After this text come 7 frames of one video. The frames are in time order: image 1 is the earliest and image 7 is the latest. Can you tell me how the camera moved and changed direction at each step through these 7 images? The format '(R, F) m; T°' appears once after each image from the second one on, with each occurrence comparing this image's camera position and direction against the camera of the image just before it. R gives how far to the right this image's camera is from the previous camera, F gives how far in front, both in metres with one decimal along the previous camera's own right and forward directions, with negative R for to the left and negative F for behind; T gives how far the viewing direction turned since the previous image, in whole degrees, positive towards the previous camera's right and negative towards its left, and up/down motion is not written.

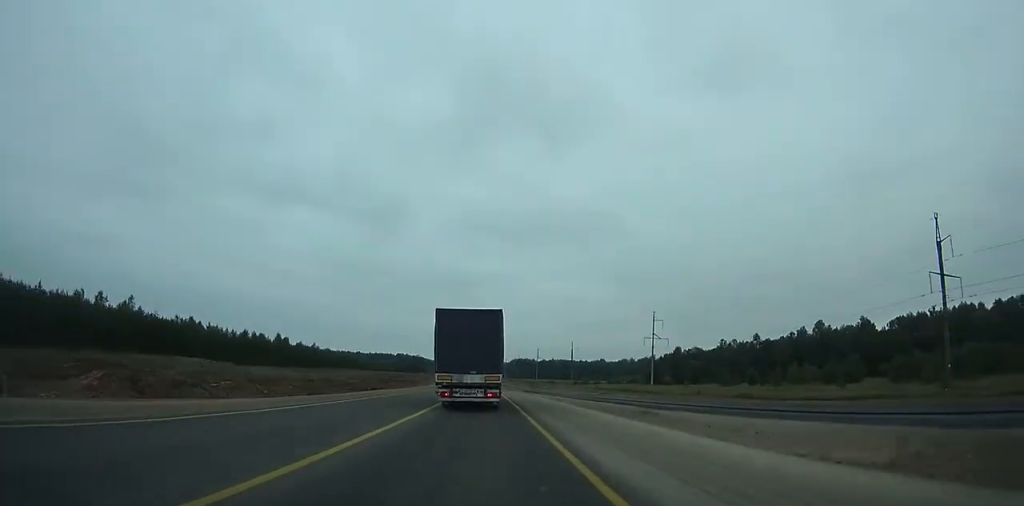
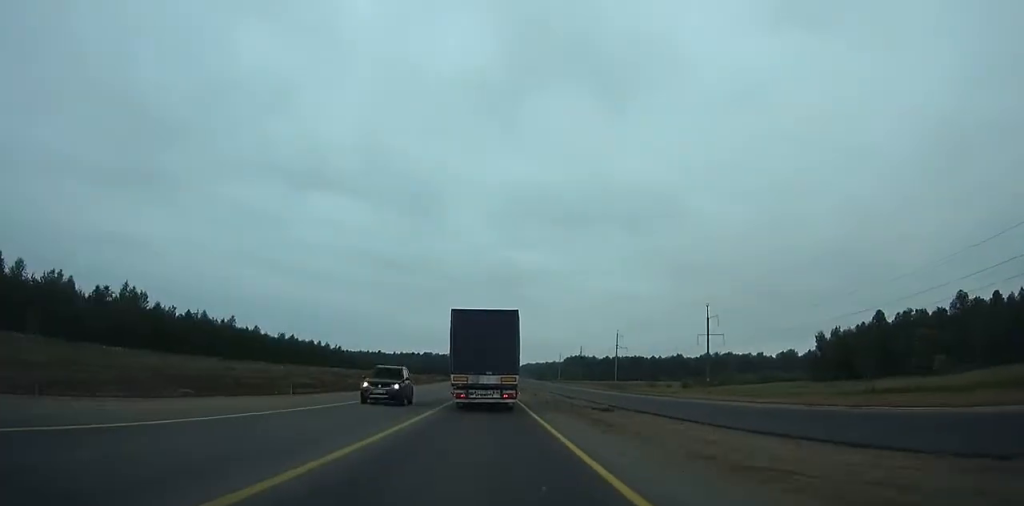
(-6.2, +144.0) m; -5°
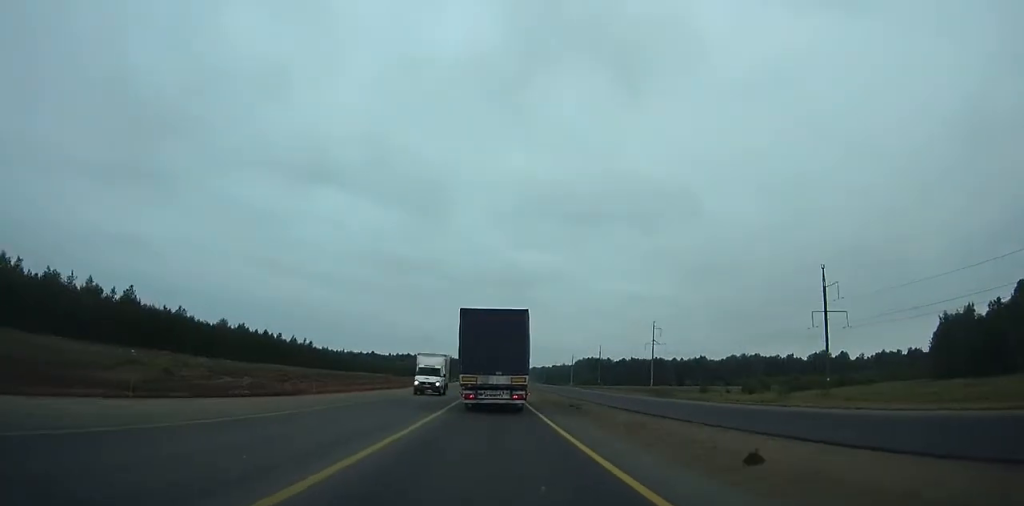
(-0.9, +55.3) m; -1°
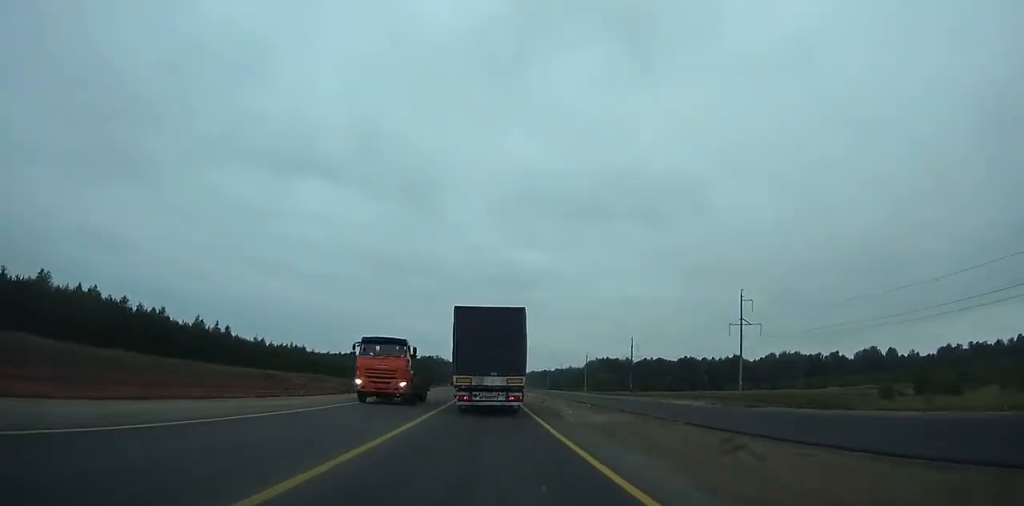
(-0.2, +79.3) m; 0°
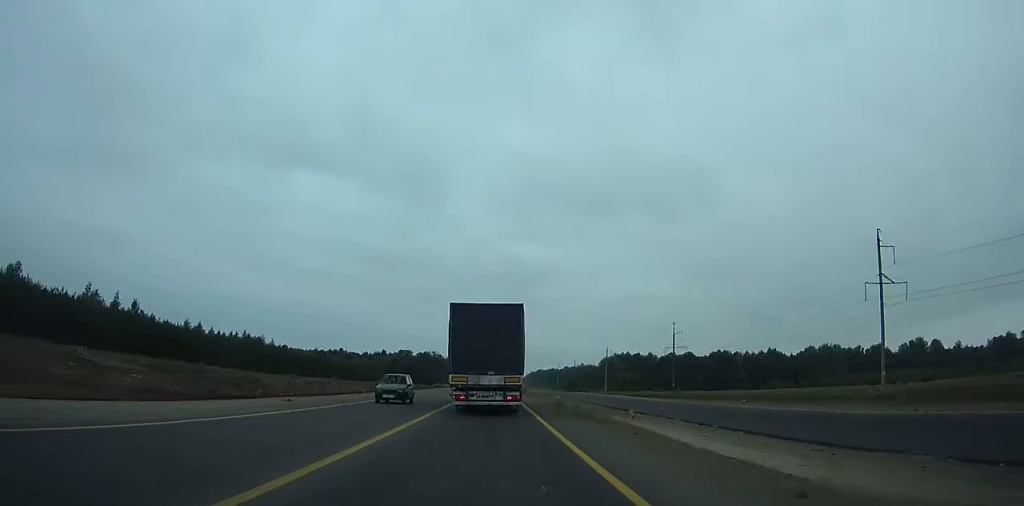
(+0.3, +51.7) m; 0°
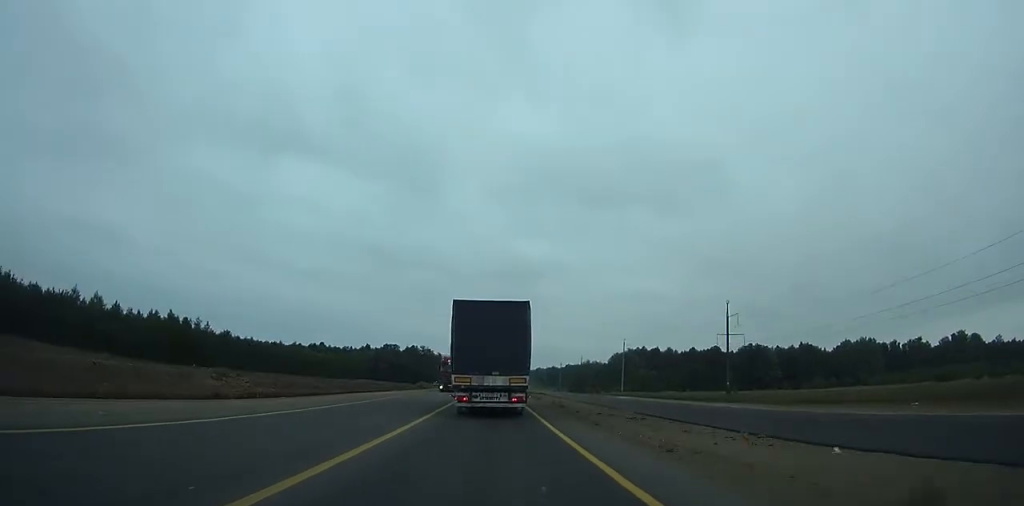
(0.0, +45.8) m; 0°
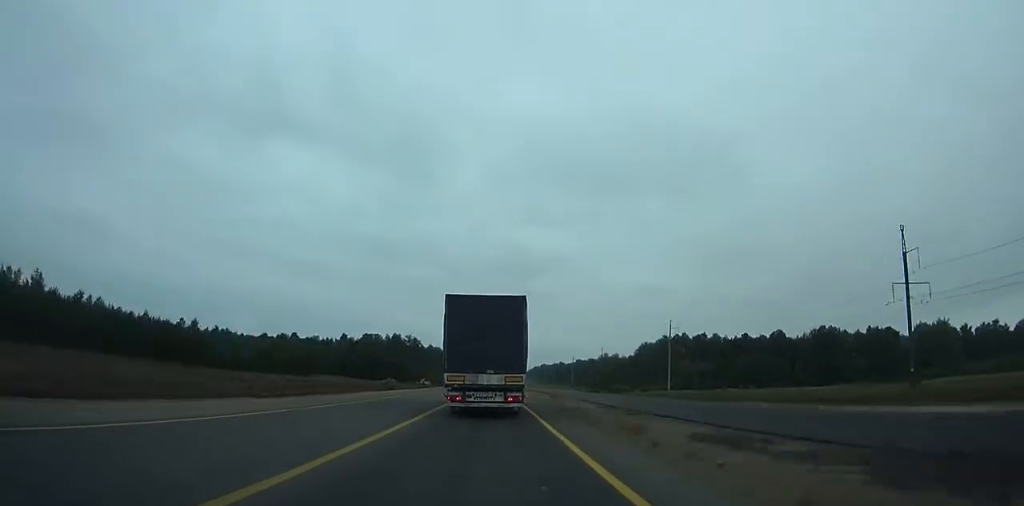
(+0.2, +67.6) m; 0°
